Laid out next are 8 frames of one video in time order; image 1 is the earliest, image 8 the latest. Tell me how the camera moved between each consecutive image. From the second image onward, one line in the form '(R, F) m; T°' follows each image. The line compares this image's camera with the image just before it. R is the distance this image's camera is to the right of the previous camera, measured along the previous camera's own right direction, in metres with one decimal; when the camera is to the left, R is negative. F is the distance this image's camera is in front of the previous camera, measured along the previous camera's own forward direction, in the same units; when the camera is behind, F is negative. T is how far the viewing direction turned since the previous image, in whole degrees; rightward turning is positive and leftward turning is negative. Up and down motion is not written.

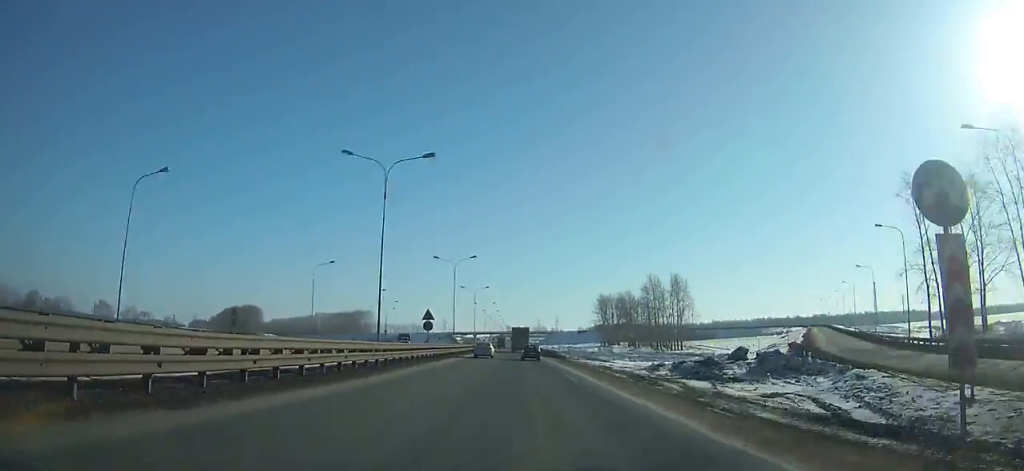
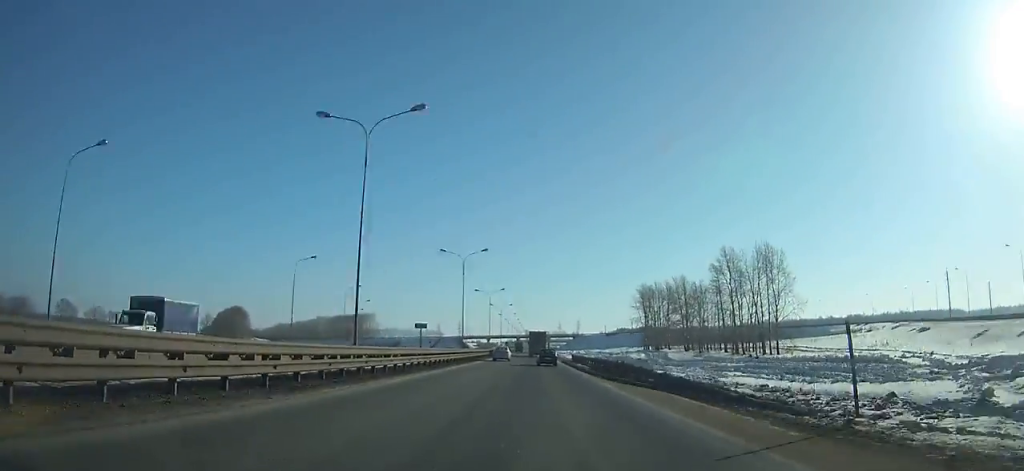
(-1.0, +49.4) m; -1°
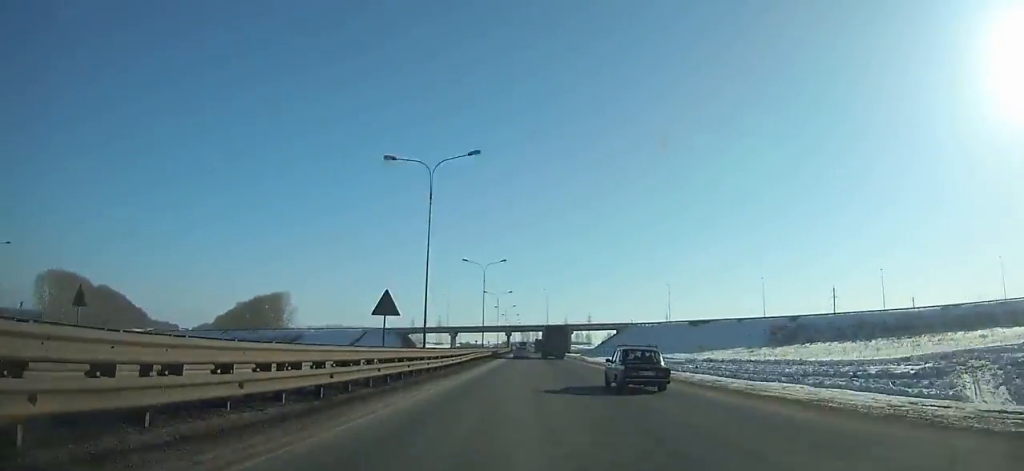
(0.0, +154.6) m; 0°
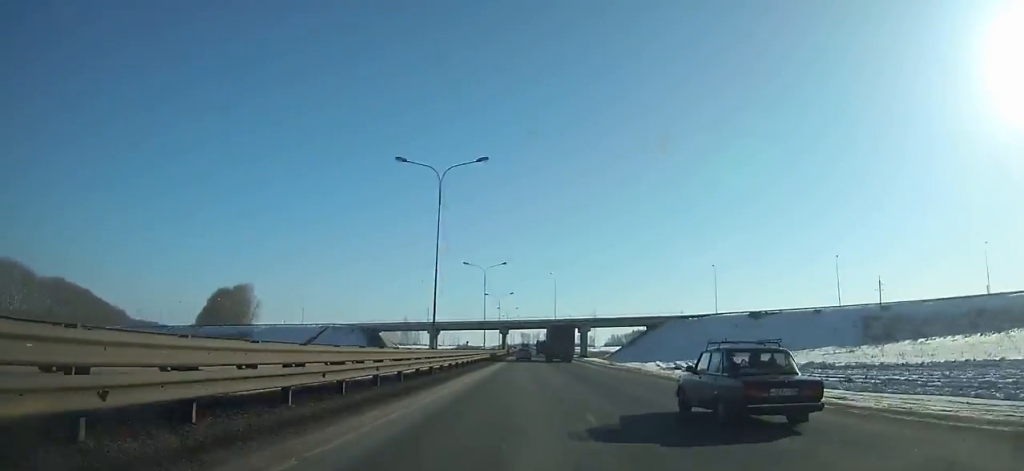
(0.0, +39.4) m; 0°
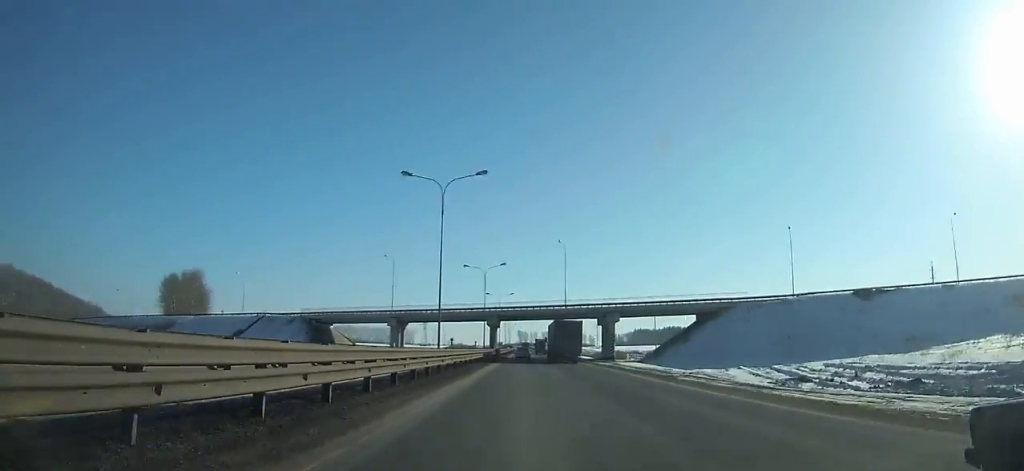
(+0.1, +37.2) m; 0°
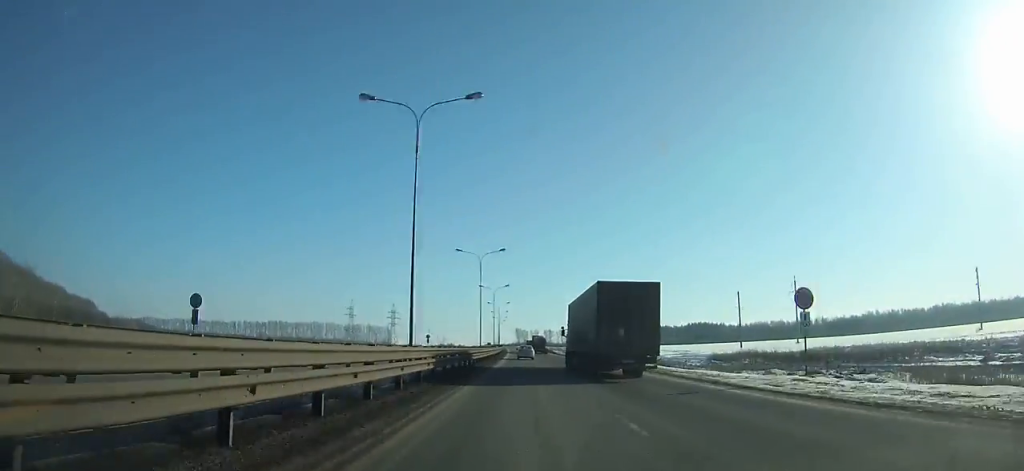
(-0.1, +130.3) m; 0°
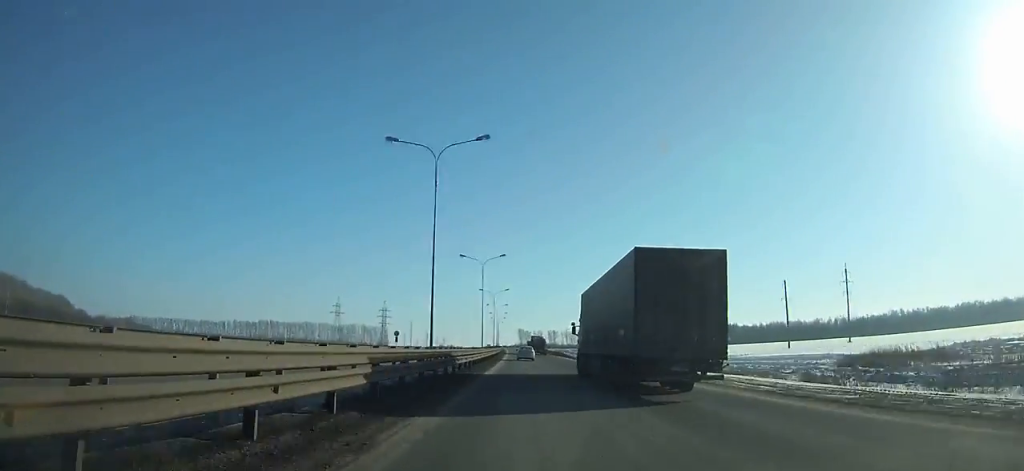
(+0.2, +35.6) m; 0°
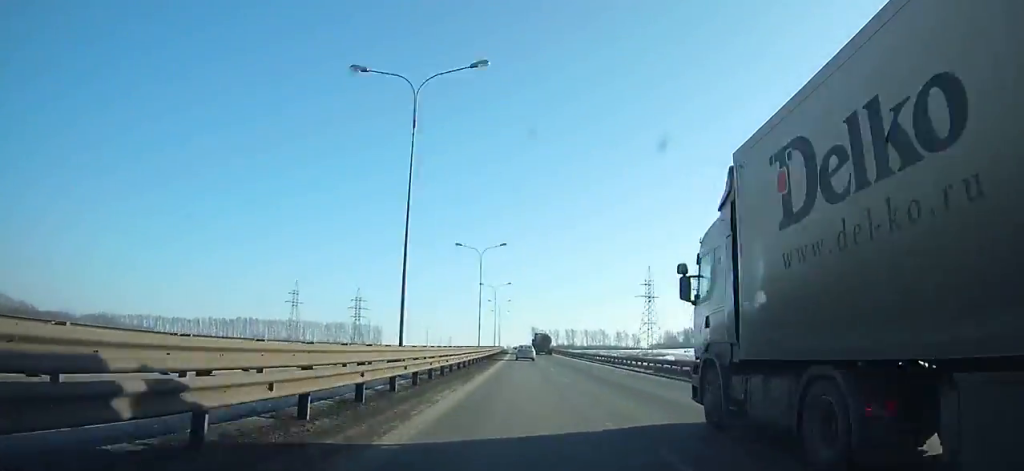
(-0.6, +87.6) m; -1°
